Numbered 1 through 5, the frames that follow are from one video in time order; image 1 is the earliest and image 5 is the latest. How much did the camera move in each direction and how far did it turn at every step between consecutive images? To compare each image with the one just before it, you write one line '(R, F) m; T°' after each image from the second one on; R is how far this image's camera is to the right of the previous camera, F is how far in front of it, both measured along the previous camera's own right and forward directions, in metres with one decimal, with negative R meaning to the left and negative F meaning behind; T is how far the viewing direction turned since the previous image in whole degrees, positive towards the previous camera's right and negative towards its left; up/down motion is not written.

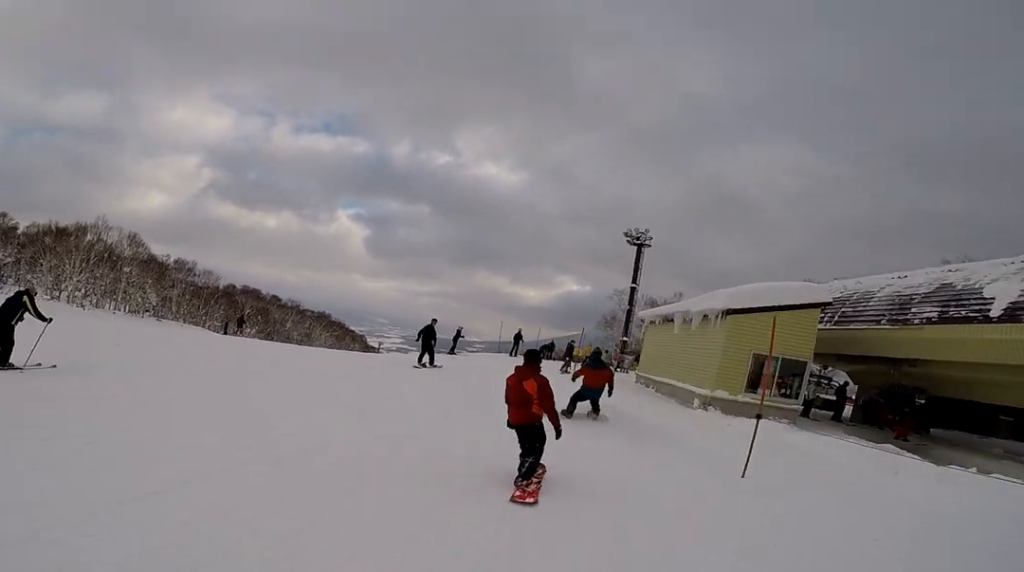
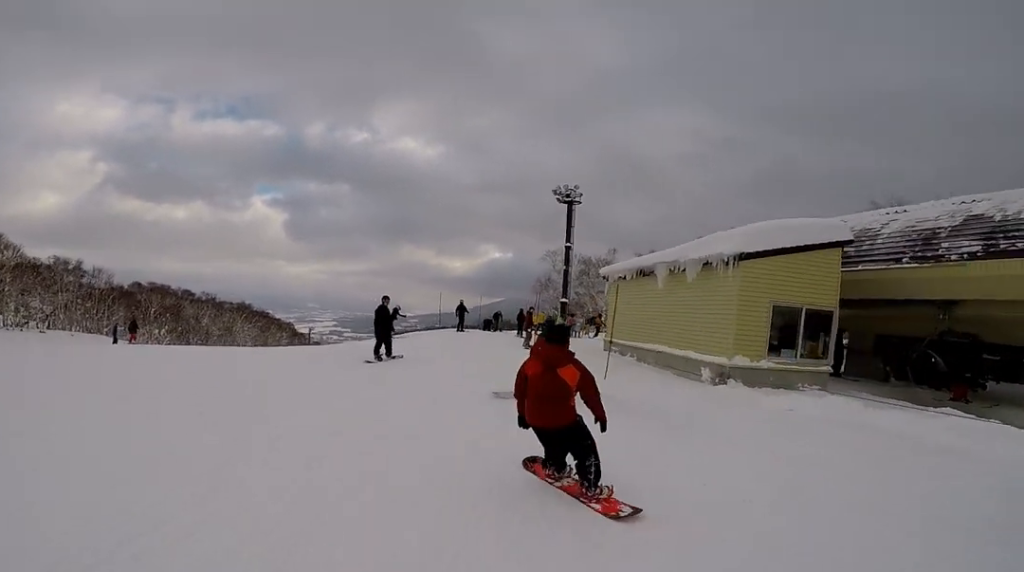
(0.0, +3.3) m; 0°
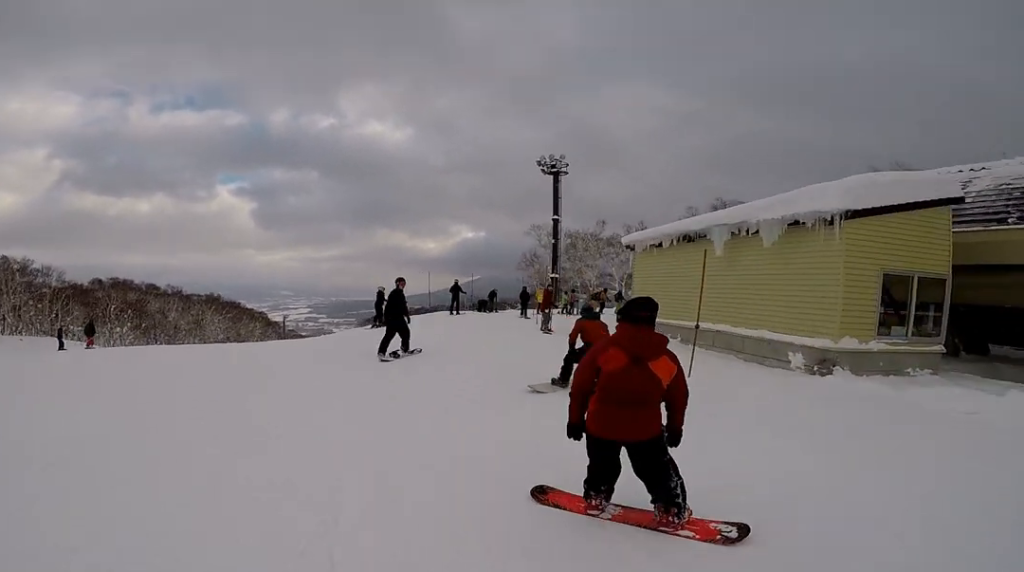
(0.0, +2.6) m; 0°
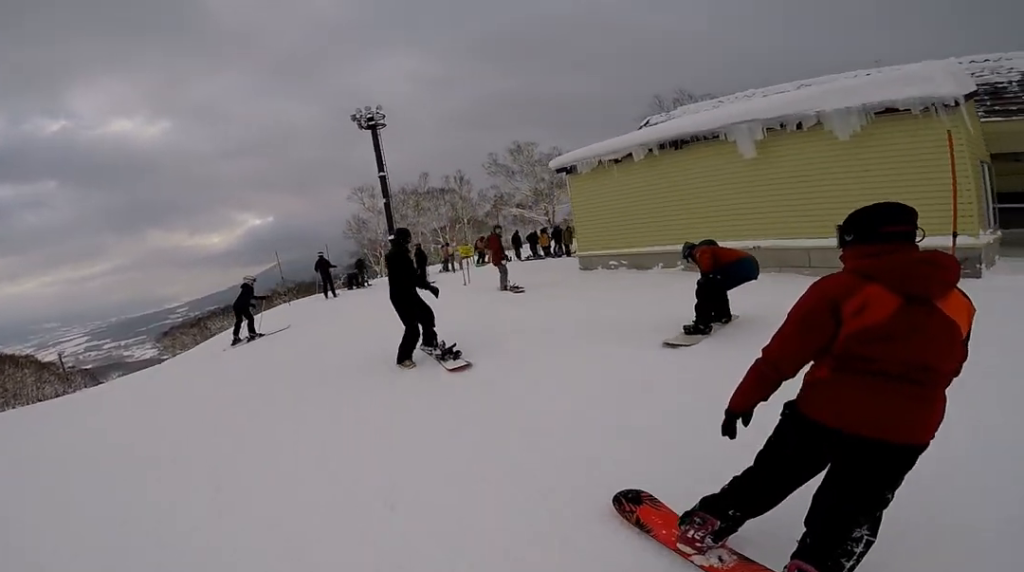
(+0.2, +5.0) m; +24°
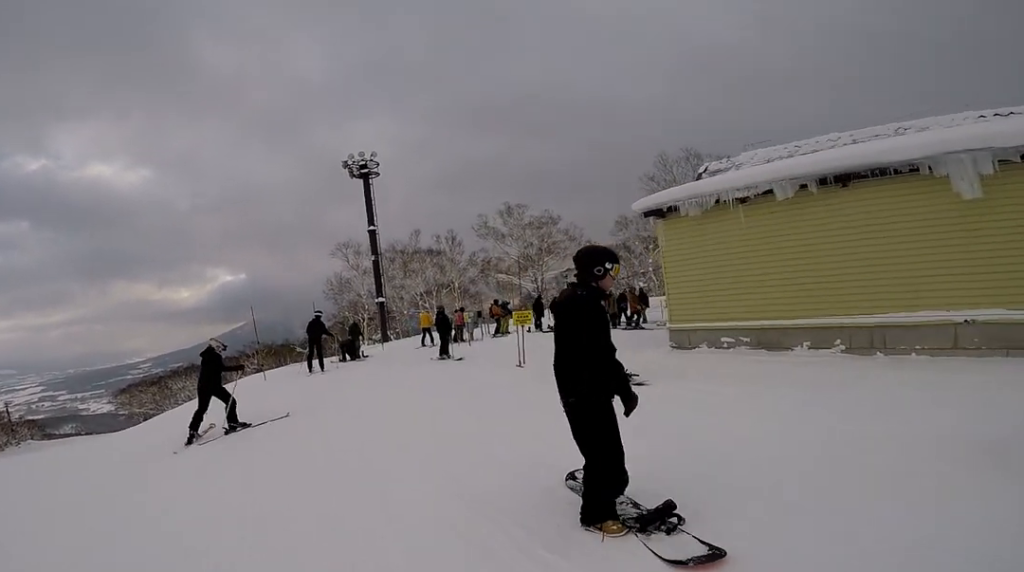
(+1.6, +3.1) m; +6°
